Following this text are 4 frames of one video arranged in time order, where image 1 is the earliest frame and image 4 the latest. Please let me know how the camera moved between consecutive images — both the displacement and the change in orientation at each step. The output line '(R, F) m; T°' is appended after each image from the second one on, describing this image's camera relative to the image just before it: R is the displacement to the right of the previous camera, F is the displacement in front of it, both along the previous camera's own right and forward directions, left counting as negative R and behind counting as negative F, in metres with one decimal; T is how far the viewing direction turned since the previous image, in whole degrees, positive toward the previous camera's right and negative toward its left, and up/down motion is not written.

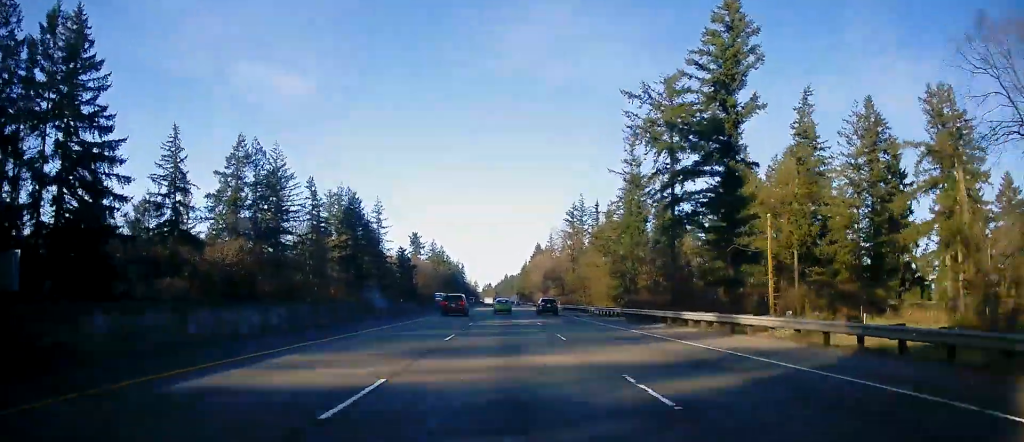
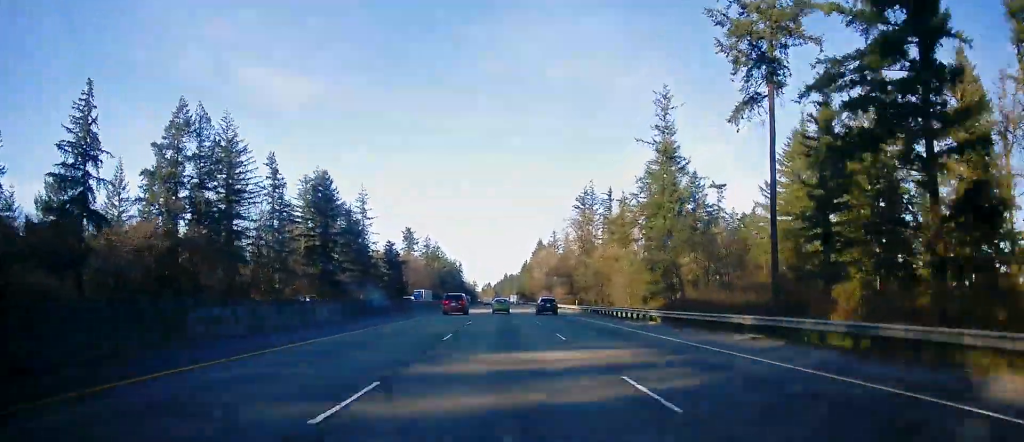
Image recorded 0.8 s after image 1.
(-0.1, +24.6) m; 0°
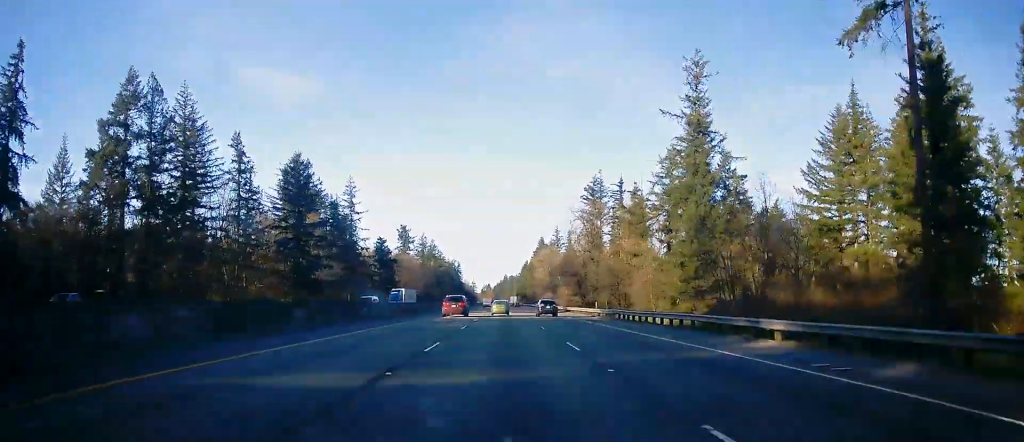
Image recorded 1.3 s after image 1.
(0.0, +17.1) m; 0°
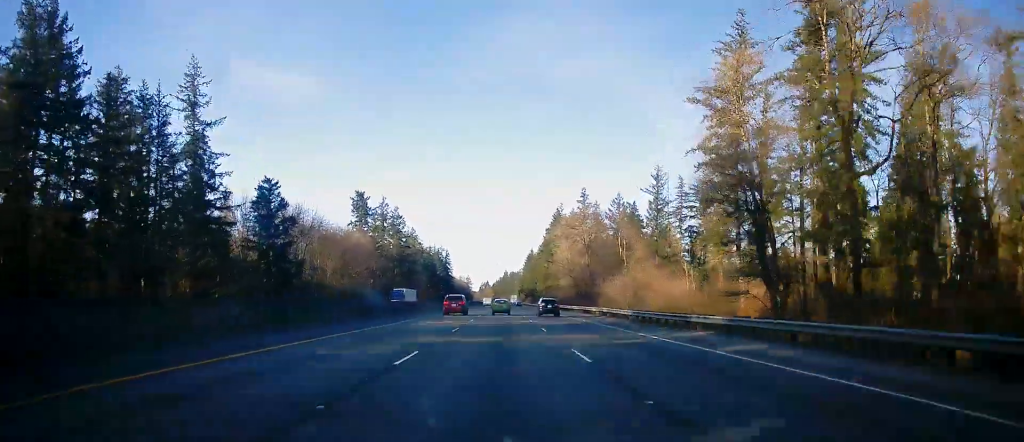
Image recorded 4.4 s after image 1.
(+0.3, +100.2) m; 0°
